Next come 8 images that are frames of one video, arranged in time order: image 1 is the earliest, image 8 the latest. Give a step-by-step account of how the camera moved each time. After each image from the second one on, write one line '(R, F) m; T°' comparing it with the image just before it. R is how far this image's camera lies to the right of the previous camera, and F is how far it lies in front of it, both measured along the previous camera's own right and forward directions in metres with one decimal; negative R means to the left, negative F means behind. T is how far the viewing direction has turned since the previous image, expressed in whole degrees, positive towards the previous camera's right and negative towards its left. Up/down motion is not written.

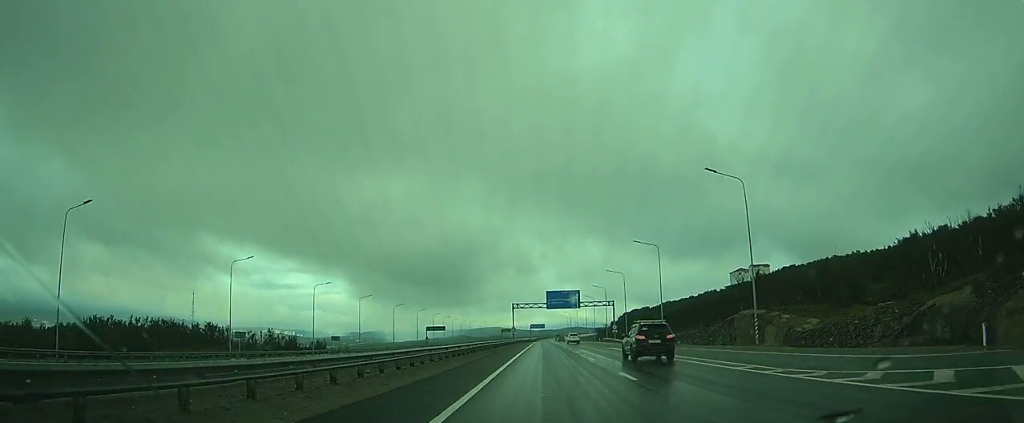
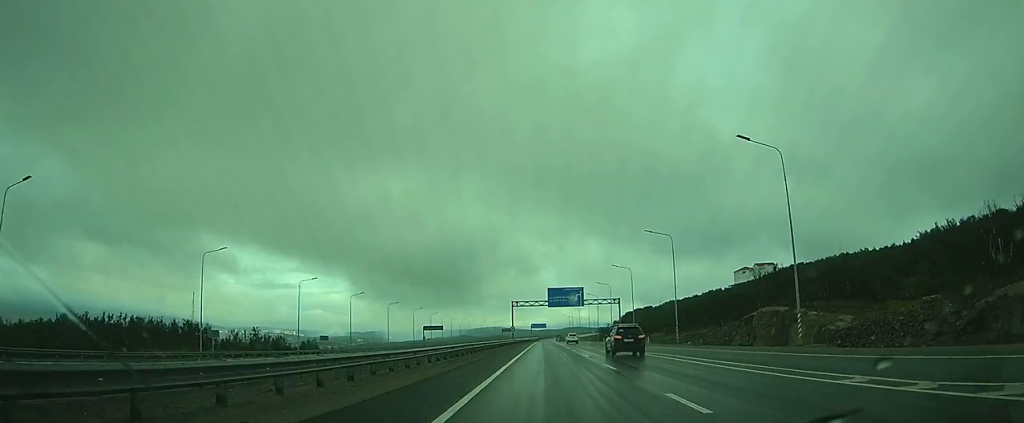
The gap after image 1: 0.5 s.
(0.0, +7.8) m; 0°
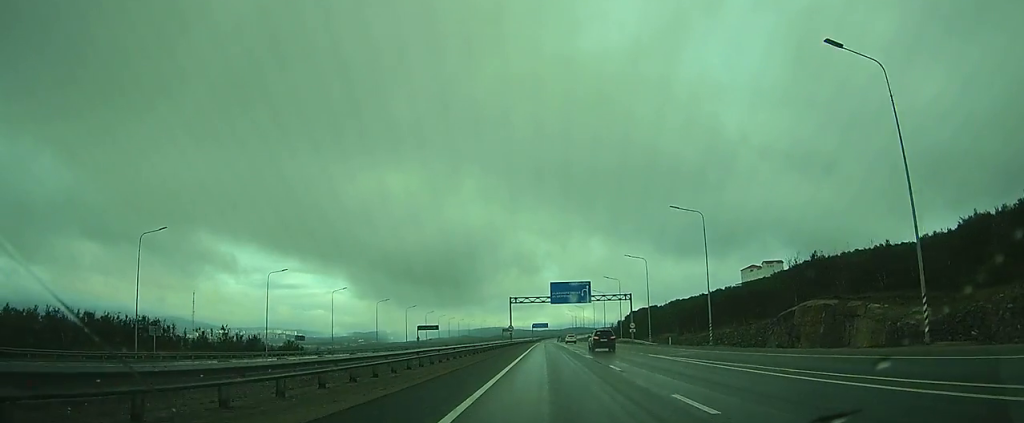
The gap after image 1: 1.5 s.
(0.0, +13.7) m; 0°
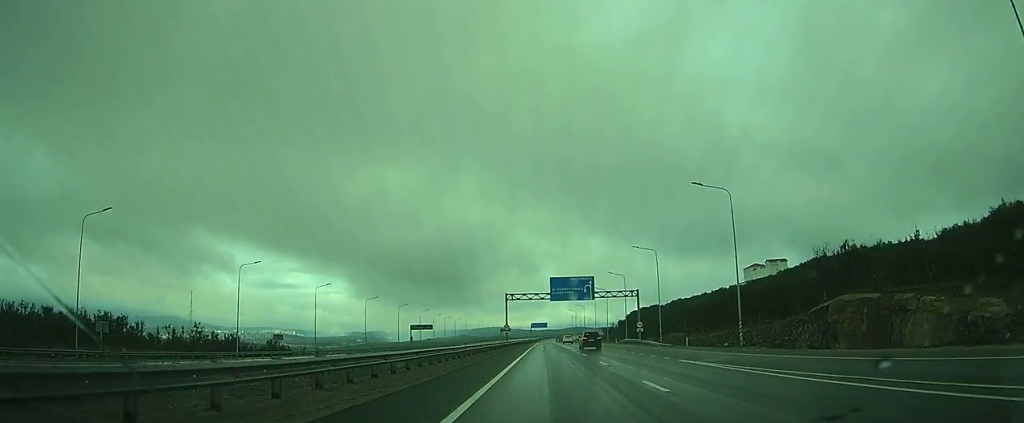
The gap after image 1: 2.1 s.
(0.0, +9.3) m; 0°
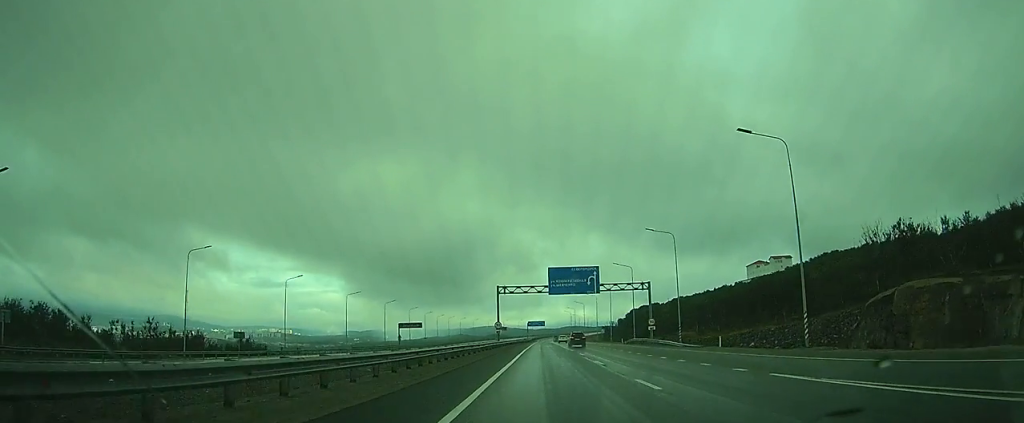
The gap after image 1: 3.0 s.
(0.0, +13.3) m; 0°
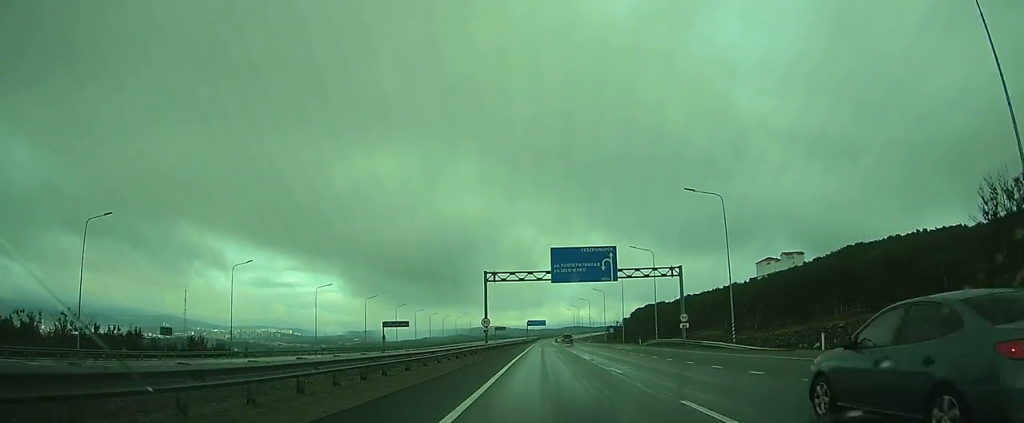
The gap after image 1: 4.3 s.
(0.0, +19.7) m; -1°
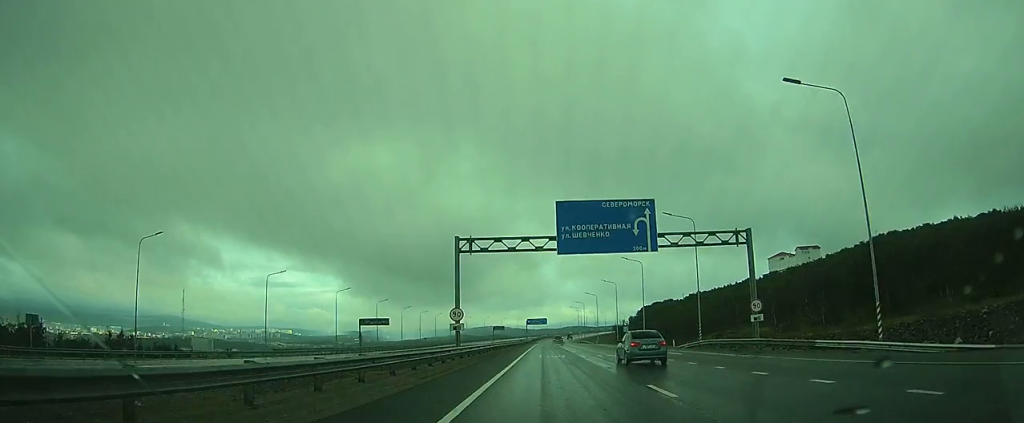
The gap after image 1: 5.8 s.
(-0.5, +22.1) m; +1°
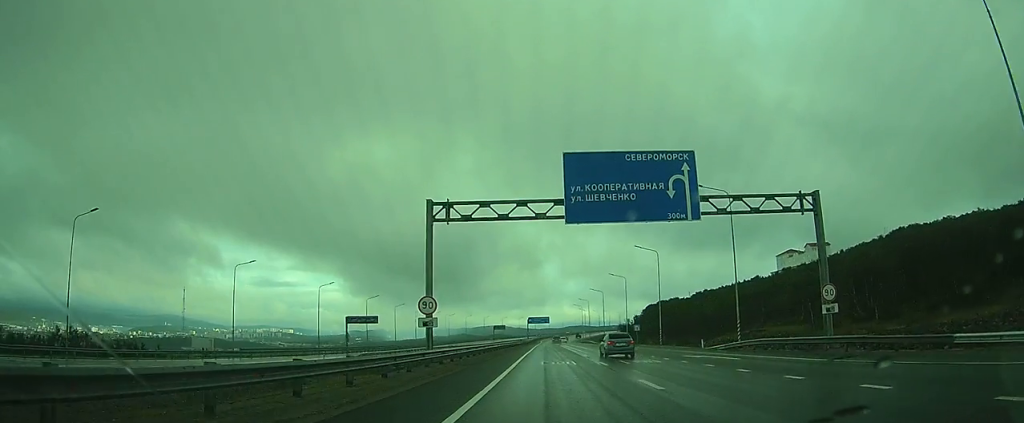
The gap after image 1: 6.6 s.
(+0.5, +10.6) m; +2°
